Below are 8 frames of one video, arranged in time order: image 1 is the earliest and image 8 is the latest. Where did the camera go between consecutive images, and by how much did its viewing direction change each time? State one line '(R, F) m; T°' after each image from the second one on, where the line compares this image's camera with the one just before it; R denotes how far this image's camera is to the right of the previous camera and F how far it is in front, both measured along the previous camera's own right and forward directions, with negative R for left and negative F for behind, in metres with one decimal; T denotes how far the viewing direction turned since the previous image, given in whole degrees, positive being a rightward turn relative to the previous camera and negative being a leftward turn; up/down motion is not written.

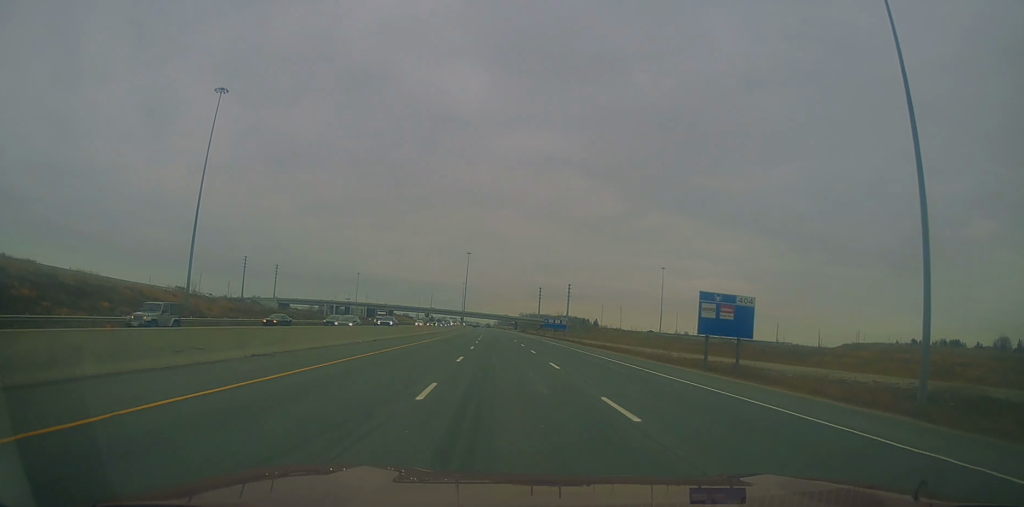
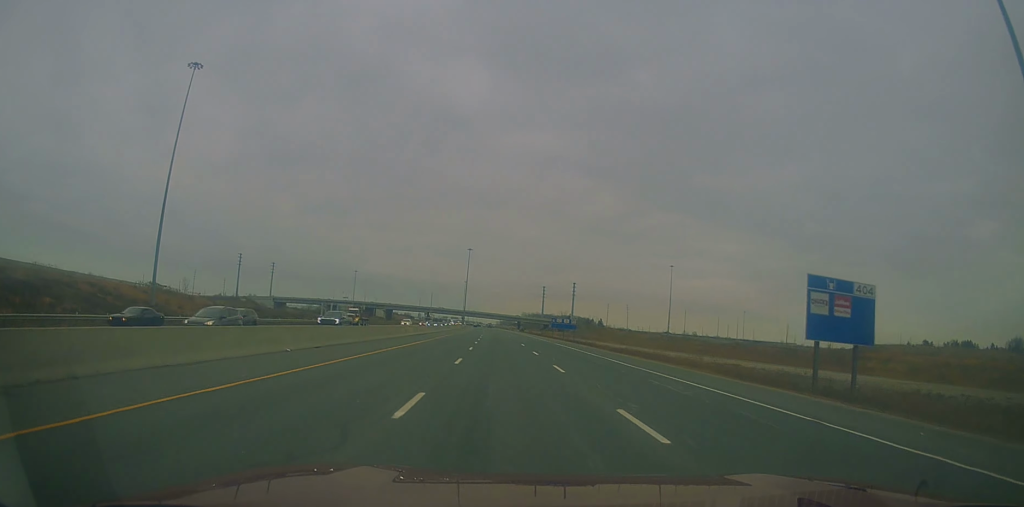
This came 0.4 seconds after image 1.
(0.0, +13.7) m; 0°
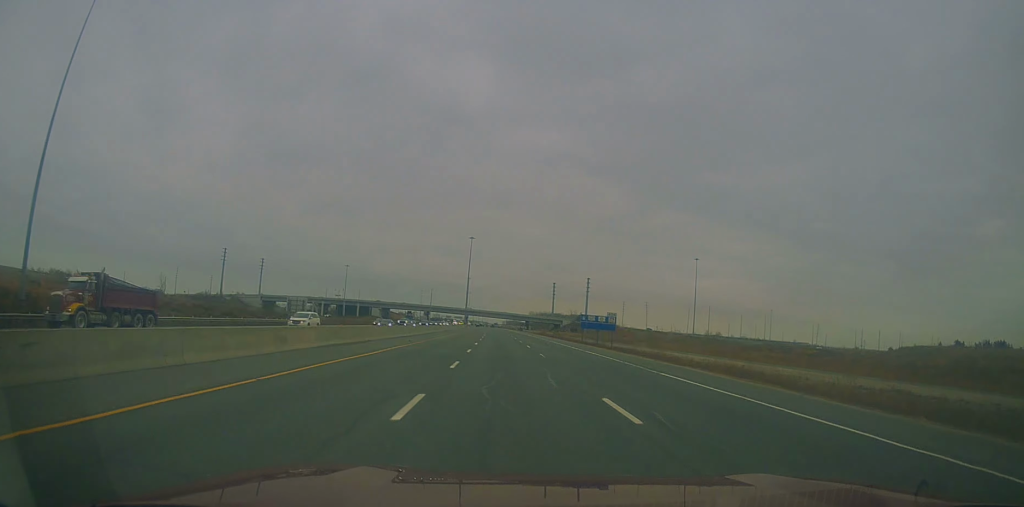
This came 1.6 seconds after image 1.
(-0.1, +35.8) m; -1°
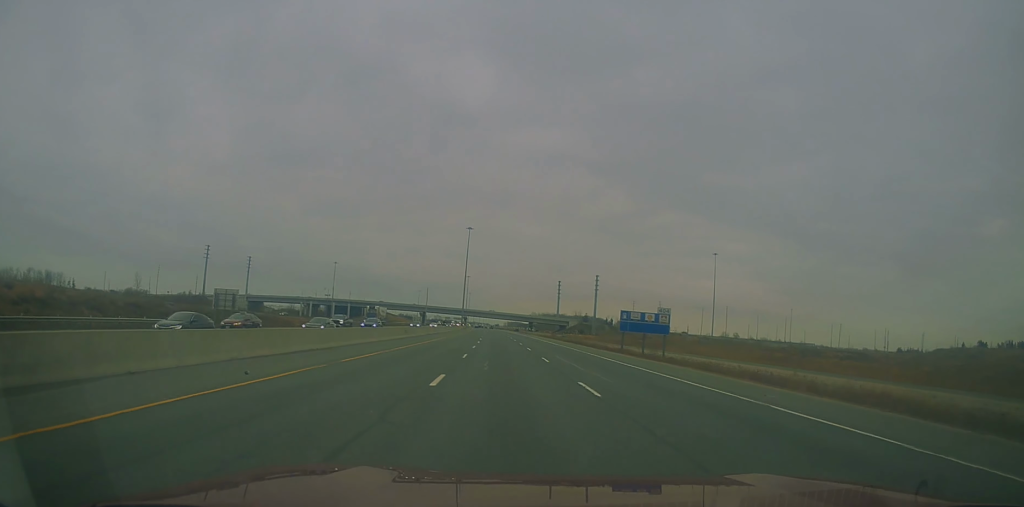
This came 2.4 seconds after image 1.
(-0.1, +27.3) m; -1°
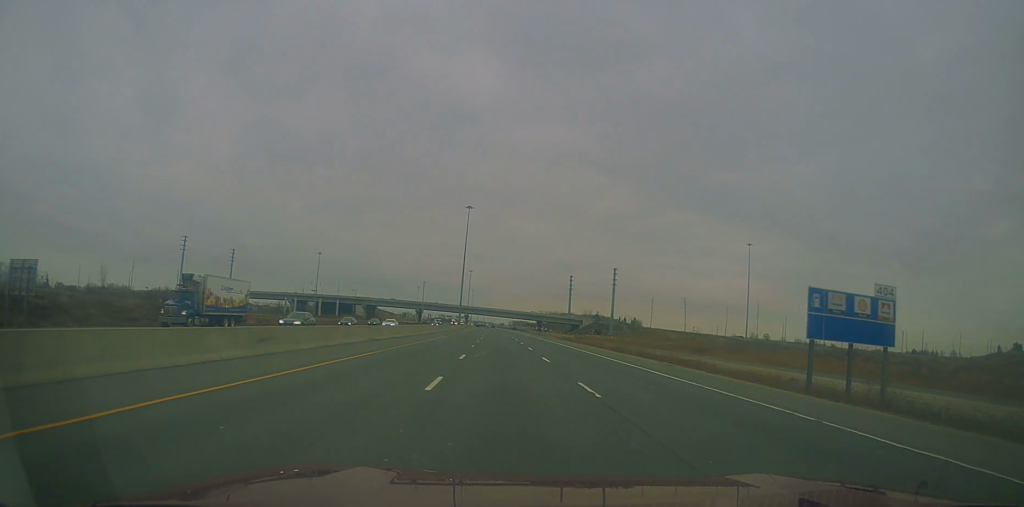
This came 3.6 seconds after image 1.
(-0.1, +36.9) m; 0°
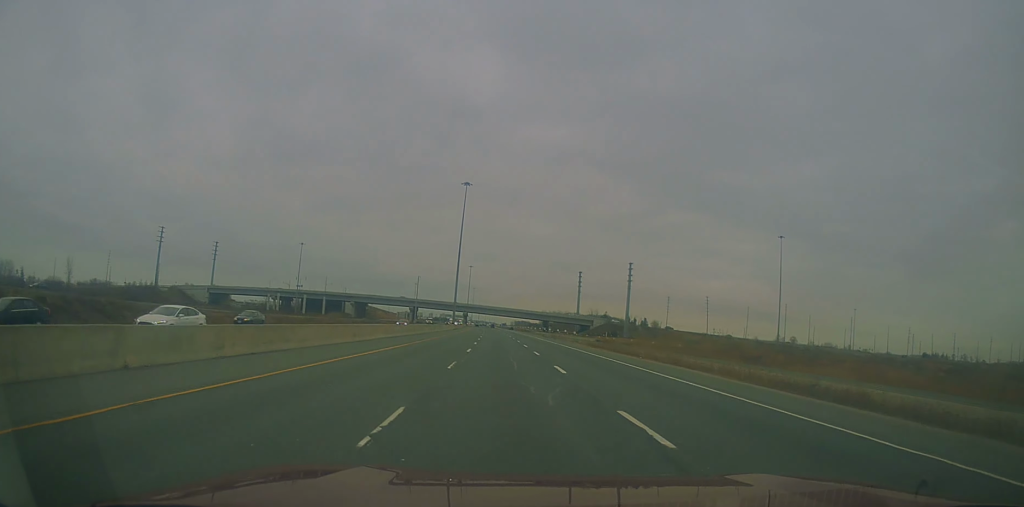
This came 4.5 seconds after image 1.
(+0.1, +29.5) m; -1°
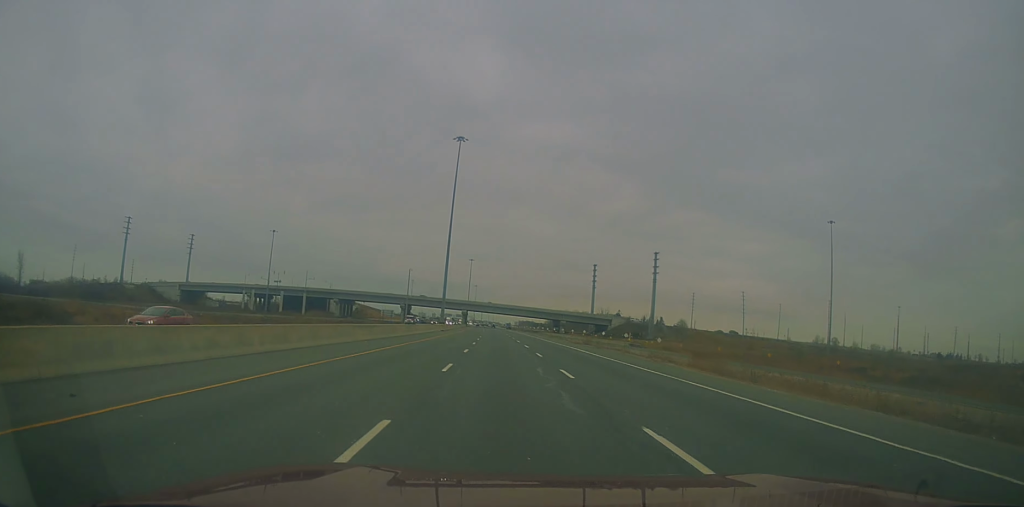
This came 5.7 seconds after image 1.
(-0.7, +37.0) m; -1°
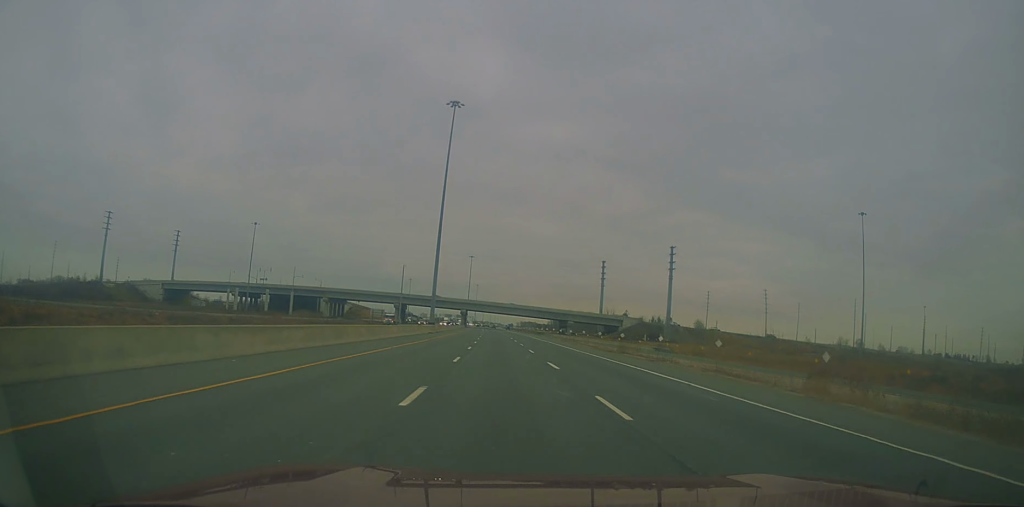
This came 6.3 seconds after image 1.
(-0.2, +19.1) m; 0°
